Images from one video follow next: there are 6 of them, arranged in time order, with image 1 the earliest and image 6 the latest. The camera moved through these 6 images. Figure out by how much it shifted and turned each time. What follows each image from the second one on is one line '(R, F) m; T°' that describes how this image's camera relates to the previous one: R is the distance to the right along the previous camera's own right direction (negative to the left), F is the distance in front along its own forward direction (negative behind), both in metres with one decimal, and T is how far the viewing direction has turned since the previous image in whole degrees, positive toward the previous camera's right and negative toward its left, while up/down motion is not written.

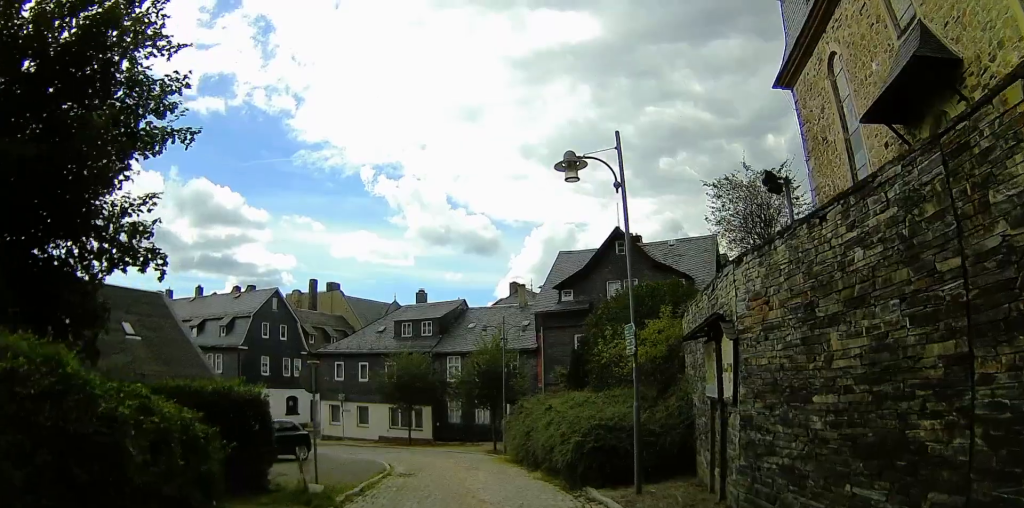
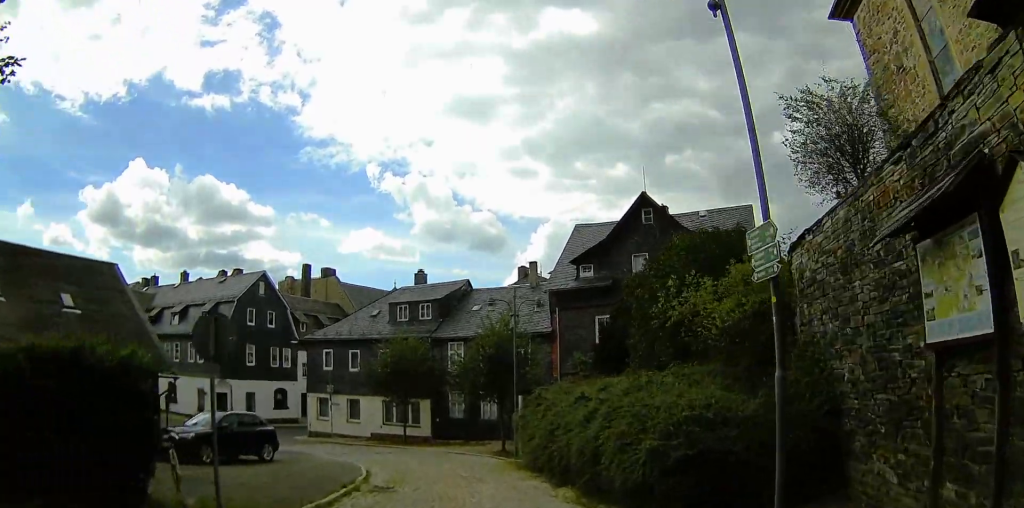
(0.0, +5.3) m; +9°
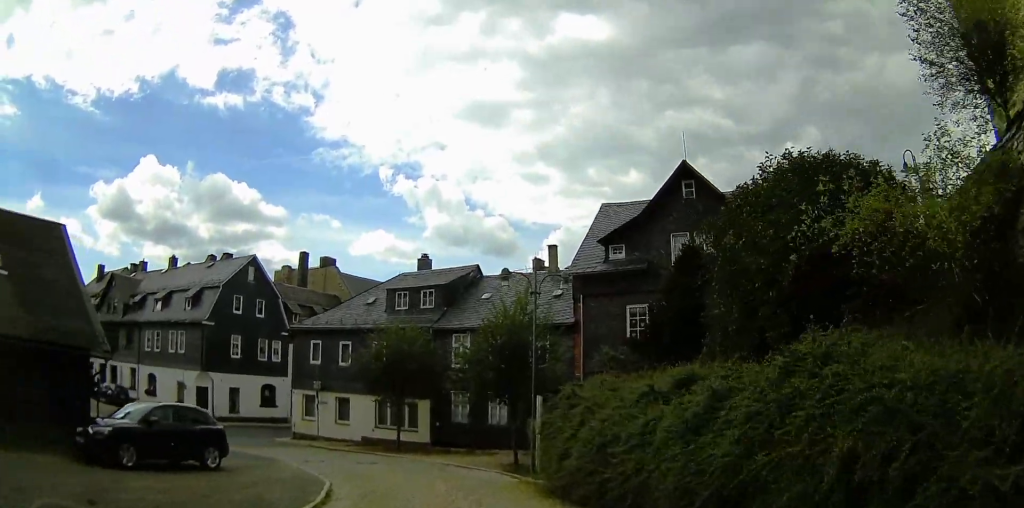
(+0.7, +4.6) m; +1°
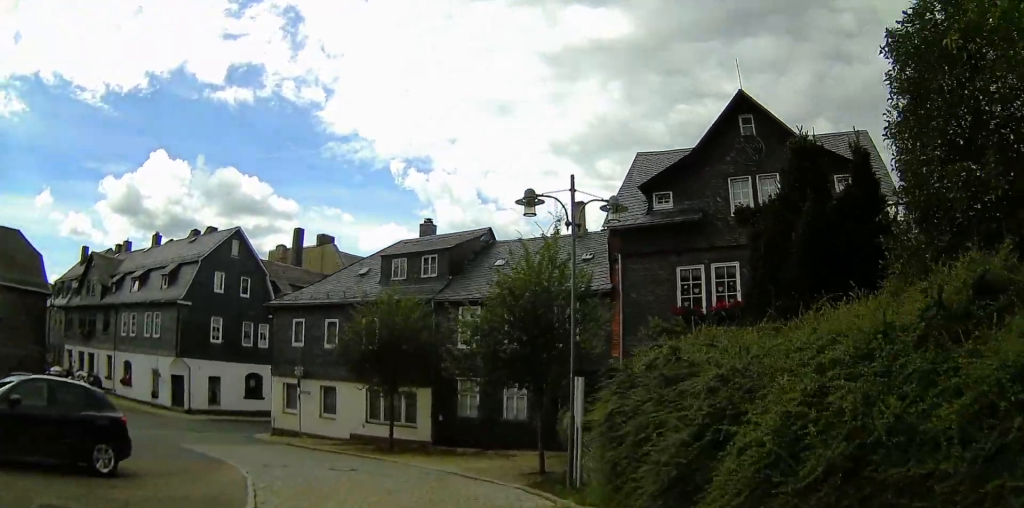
(-0.2, +4.8) m; -11°
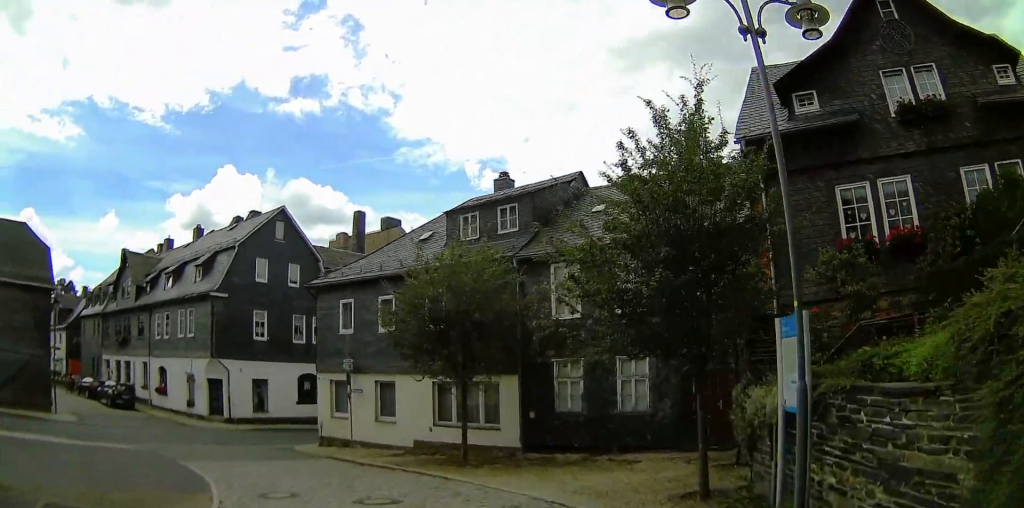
(-1.0, +5.6) m; -16°
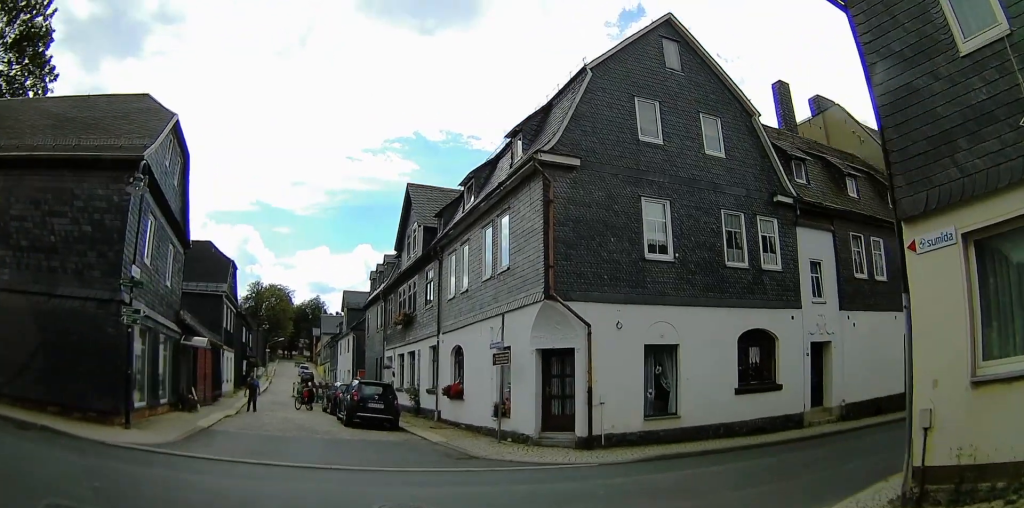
(-3.0, +15.0) m; -14°
